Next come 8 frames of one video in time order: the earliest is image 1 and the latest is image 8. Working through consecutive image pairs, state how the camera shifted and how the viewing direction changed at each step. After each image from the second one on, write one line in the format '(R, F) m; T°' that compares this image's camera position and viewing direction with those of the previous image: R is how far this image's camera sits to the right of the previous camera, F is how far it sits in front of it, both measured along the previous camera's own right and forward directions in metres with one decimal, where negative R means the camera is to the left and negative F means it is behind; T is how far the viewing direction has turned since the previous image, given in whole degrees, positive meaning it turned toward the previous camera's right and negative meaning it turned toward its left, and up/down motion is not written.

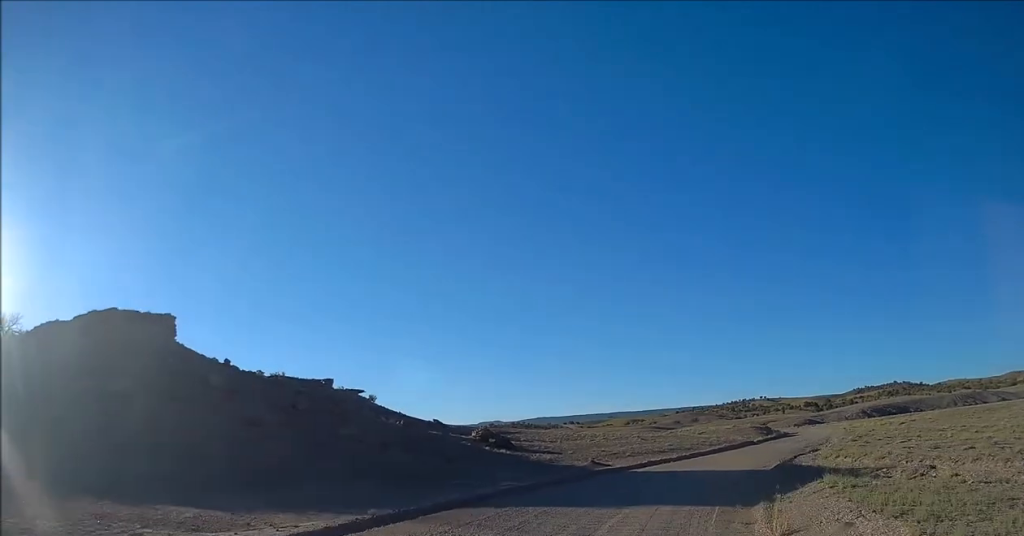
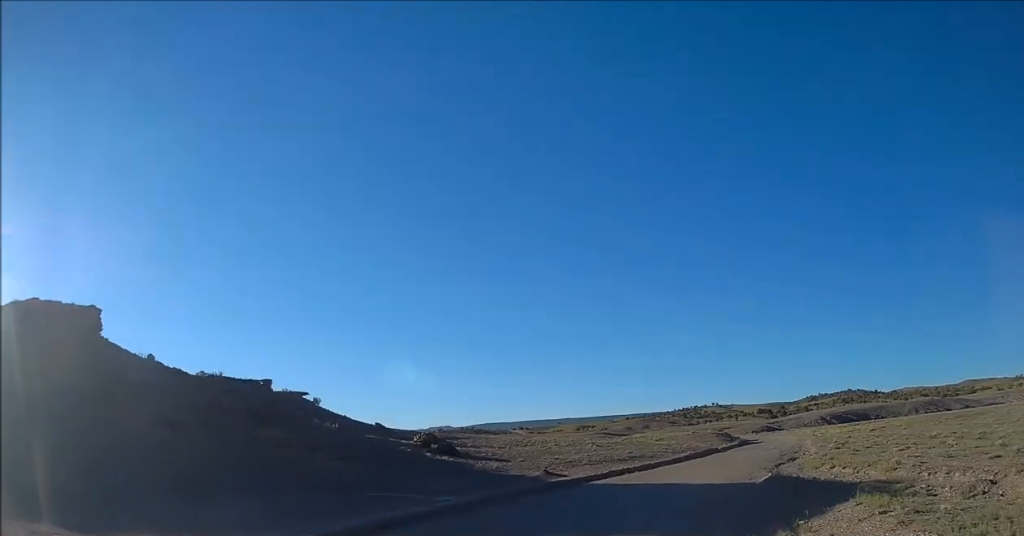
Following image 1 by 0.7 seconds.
(+0.1, +5.3) m; +7°
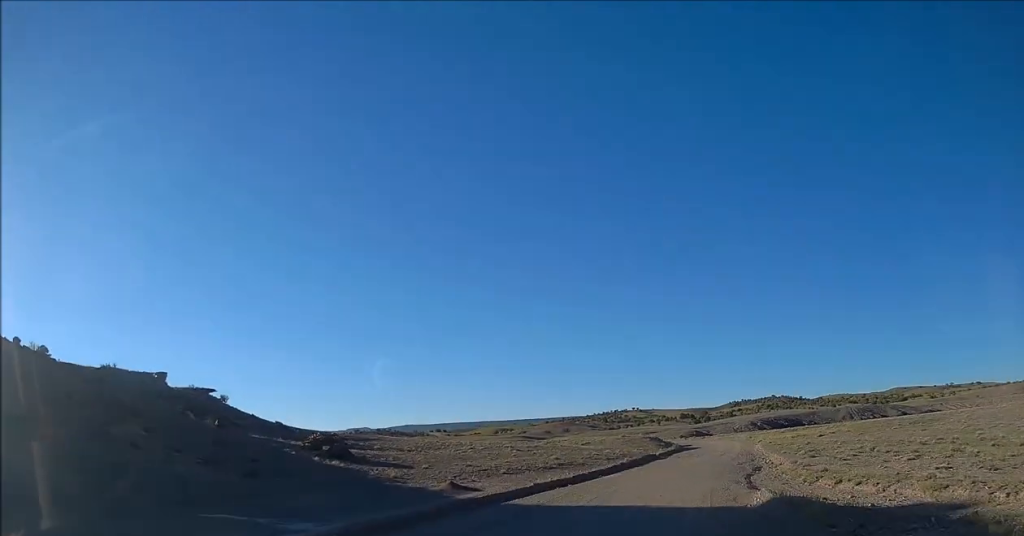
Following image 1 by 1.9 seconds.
(+0.9, +8.5) m; +9°
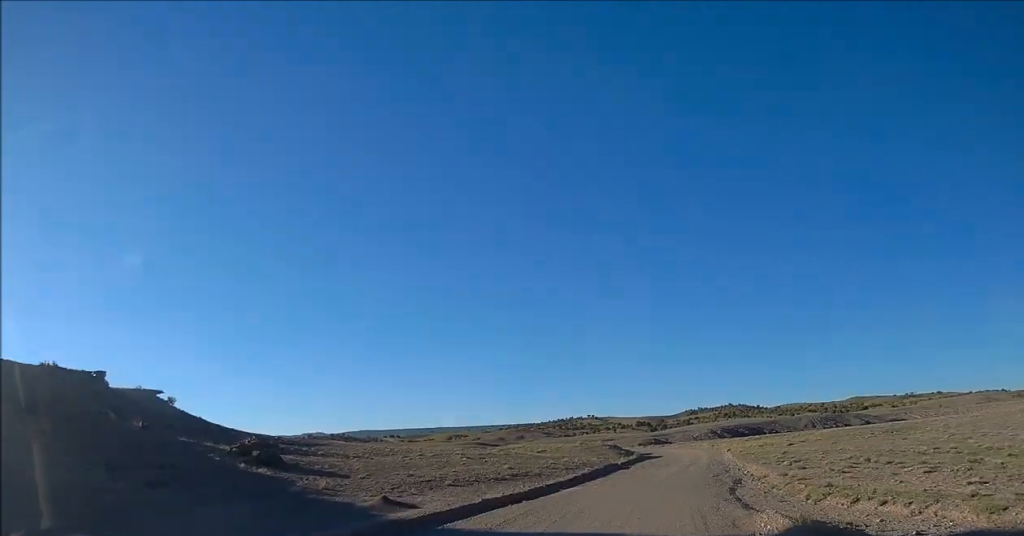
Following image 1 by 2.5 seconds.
(+0.2, +4.6) m; +1°
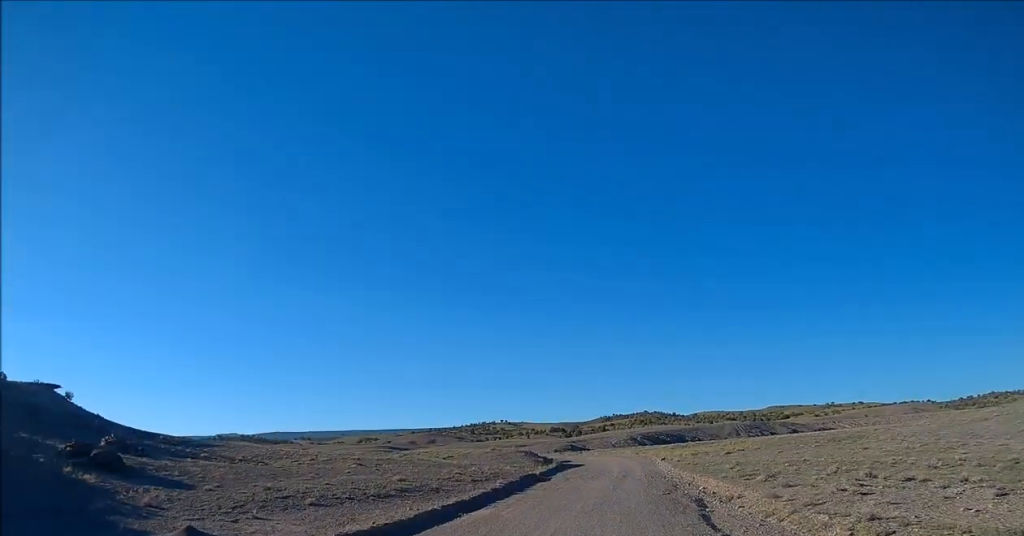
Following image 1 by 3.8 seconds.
(+0.2, +8.2) m; +1°
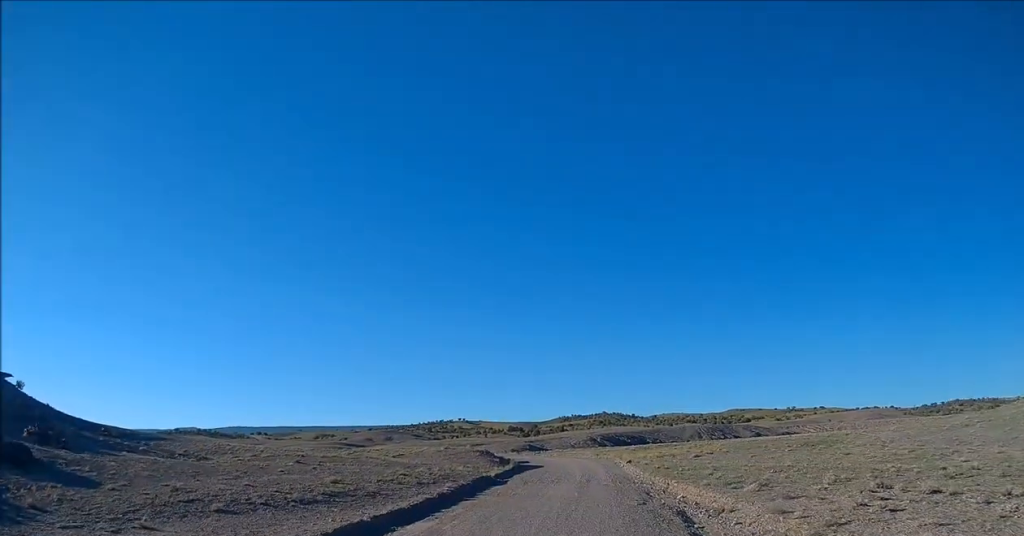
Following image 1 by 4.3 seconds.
(0.0, +3.7) m; 0°
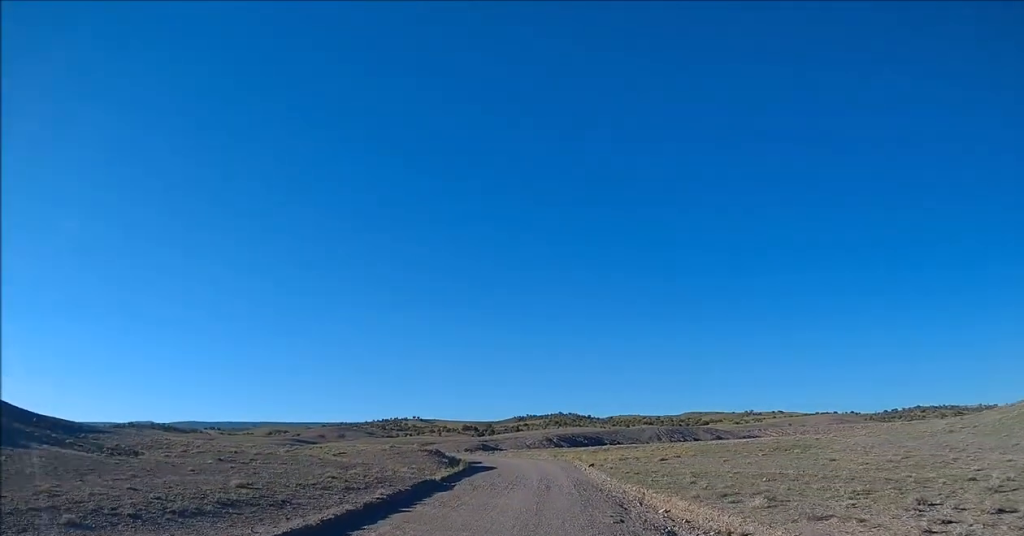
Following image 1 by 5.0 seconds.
(0.0, +3.7) m; +1°
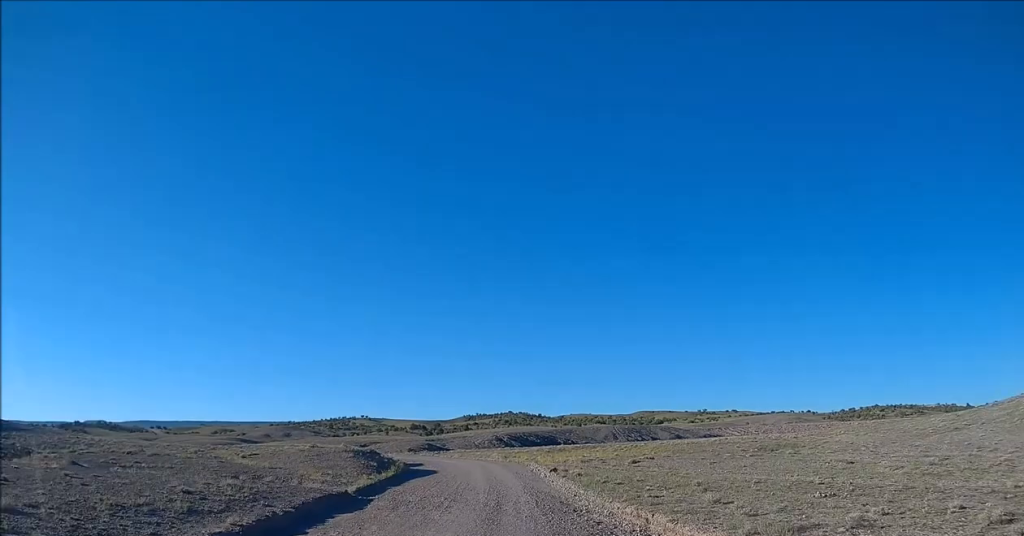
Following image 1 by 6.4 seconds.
(+0.1, +6.9) m; +2°
